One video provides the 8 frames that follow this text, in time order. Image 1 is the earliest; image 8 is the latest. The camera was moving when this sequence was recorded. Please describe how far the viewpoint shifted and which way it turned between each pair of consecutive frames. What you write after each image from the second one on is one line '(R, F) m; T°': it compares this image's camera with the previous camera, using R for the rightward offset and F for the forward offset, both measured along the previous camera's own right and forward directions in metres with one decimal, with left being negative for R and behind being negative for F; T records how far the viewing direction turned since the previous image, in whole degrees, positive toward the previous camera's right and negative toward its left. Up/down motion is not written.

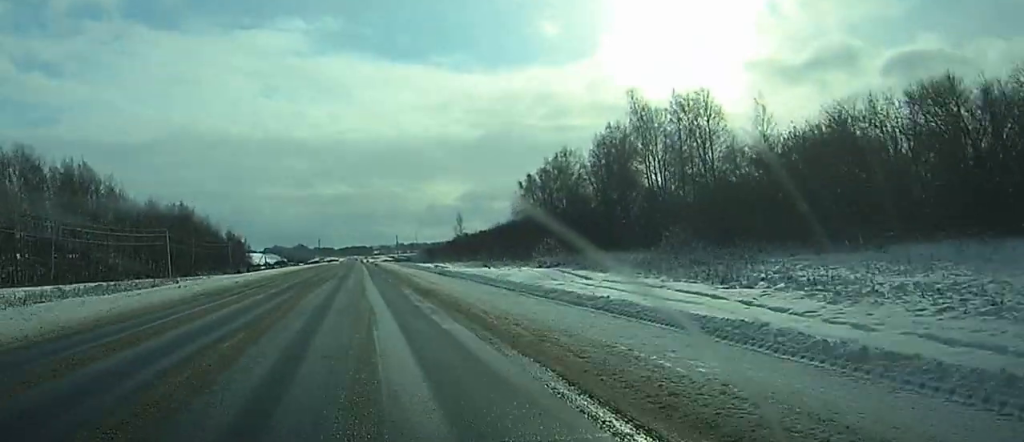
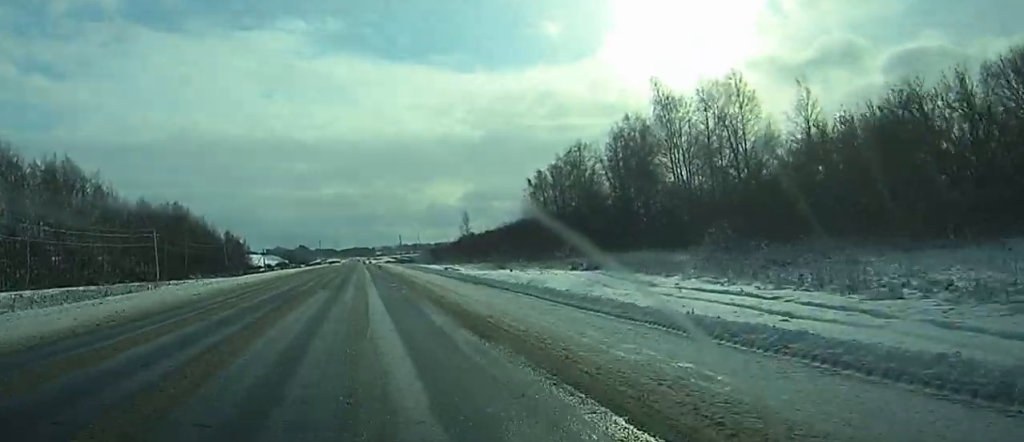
(0.0, +11.5) m; 0°
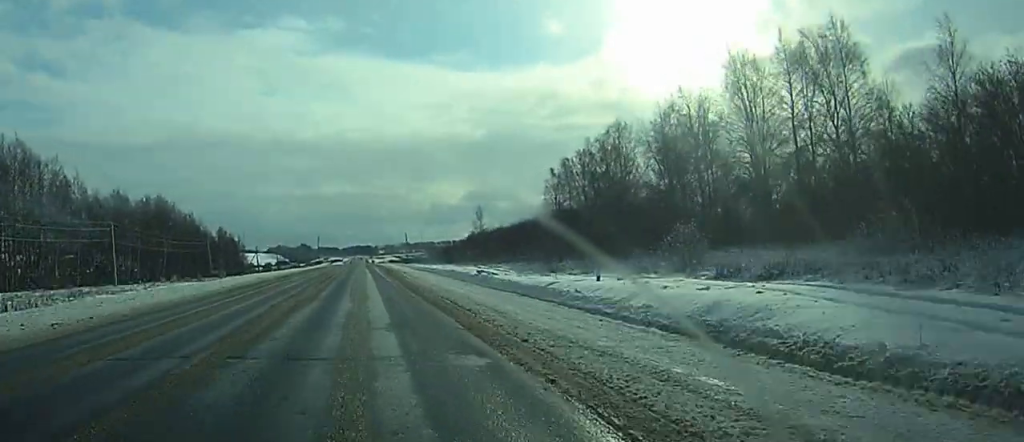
(0.0, +27.4) m; 0°
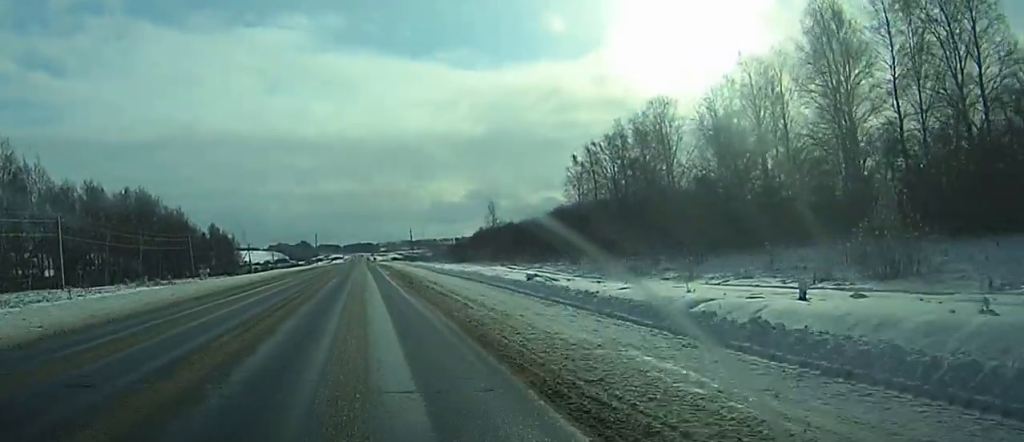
(+0.1, +22.8) m; +1°
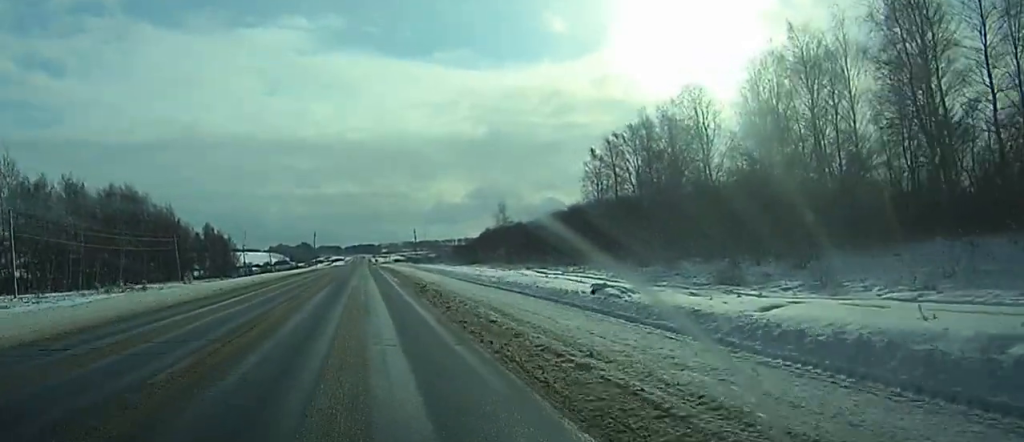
(+0.1, +14.8) m; 0°
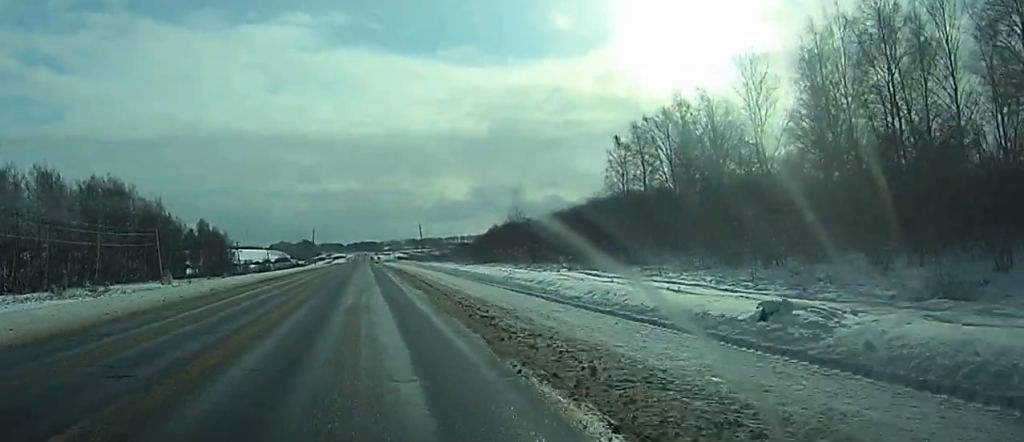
(+0.8, +16.5) m; -2°
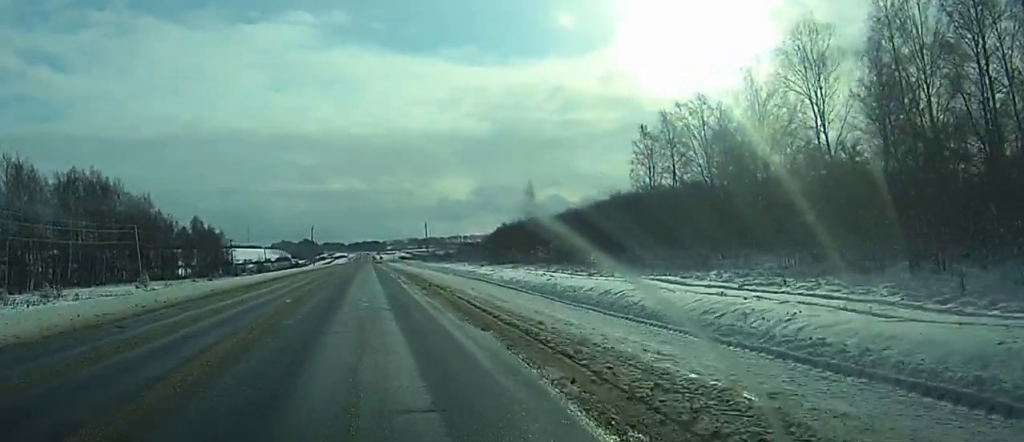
(-0.9, +13.8) m; -2°
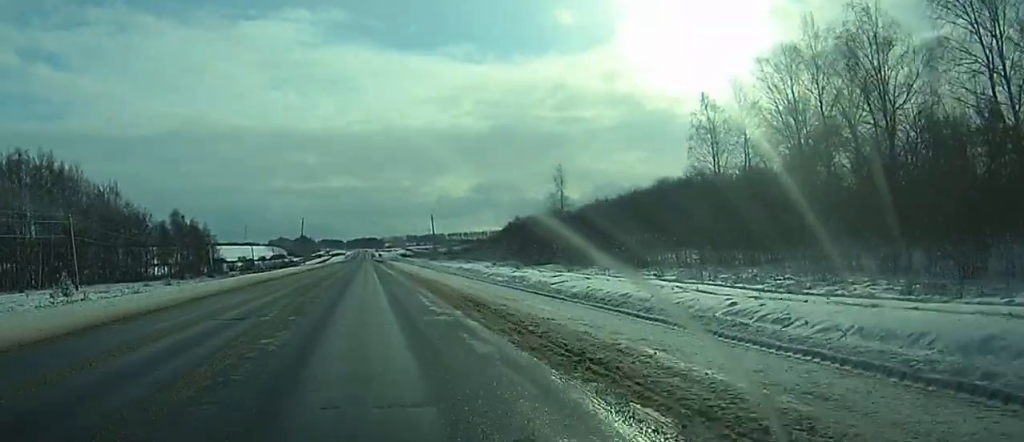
(-0.6, +27.3) m; 0°
